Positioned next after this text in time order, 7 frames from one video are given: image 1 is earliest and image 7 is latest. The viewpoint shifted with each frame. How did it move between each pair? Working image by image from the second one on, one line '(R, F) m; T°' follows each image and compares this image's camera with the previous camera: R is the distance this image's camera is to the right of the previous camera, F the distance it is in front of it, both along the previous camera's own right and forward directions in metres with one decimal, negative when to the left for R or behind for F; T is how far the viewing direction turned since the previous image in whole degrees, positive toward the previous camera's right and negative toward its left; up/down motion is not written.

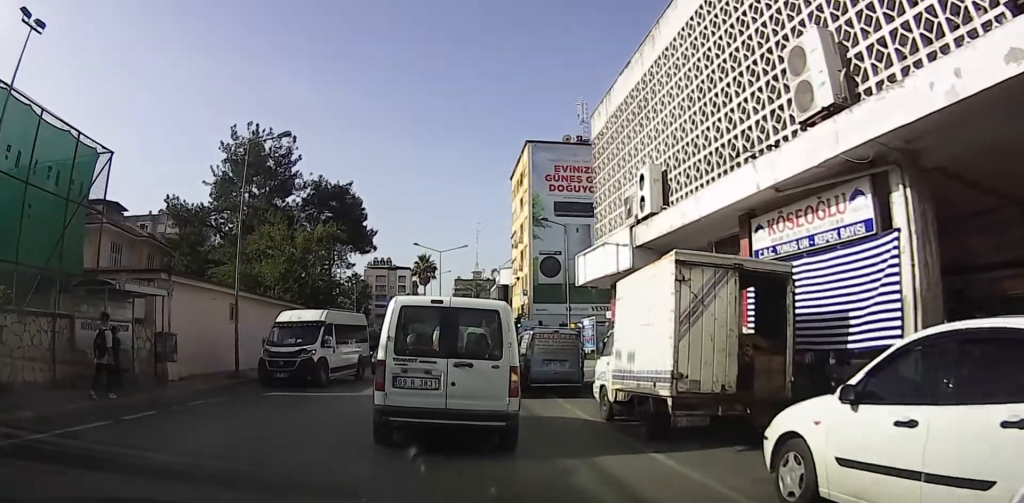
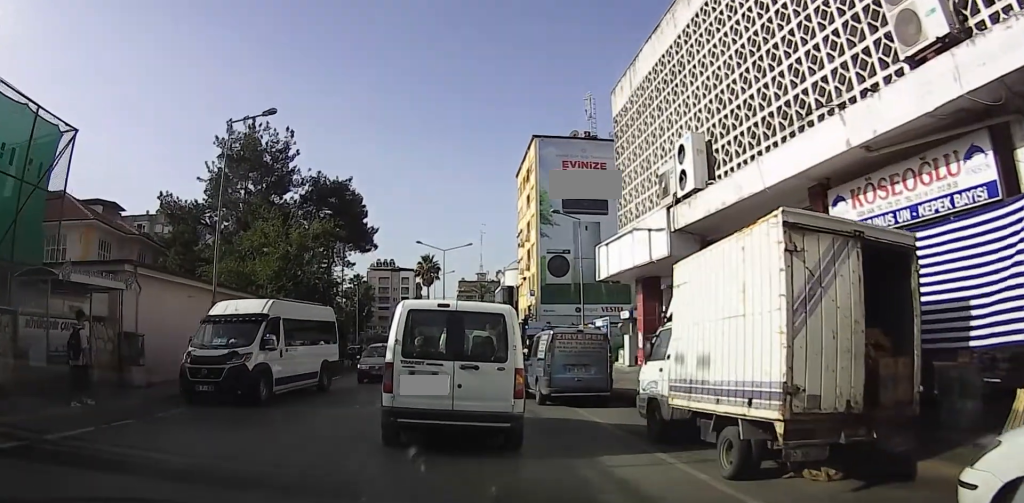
(-0.1, +2.3) m; -6°
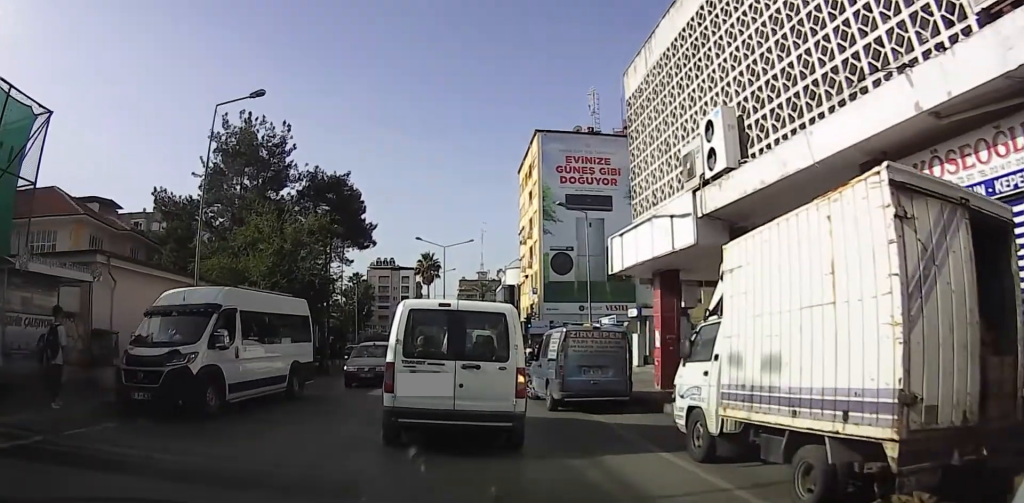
(-0.1, +1.4) m; -1°
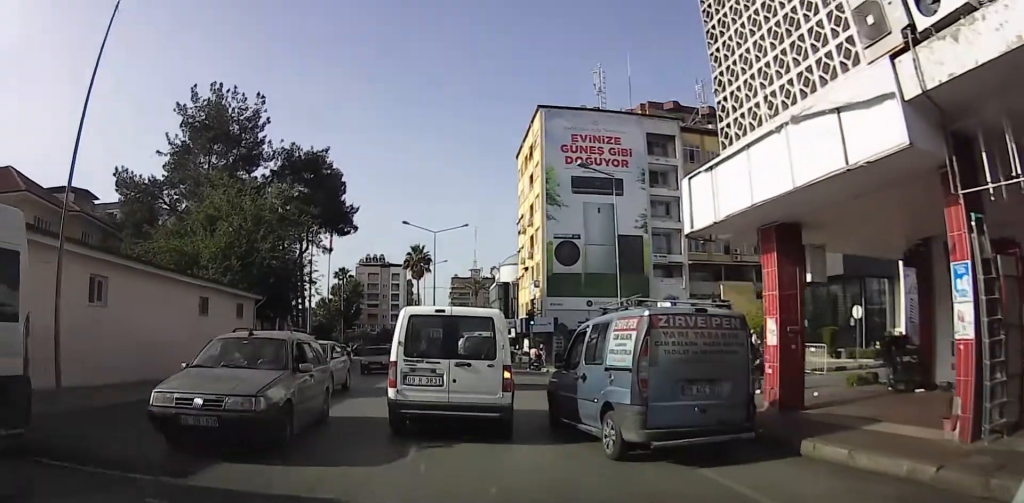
(-0.1, +6.3) m; +6°
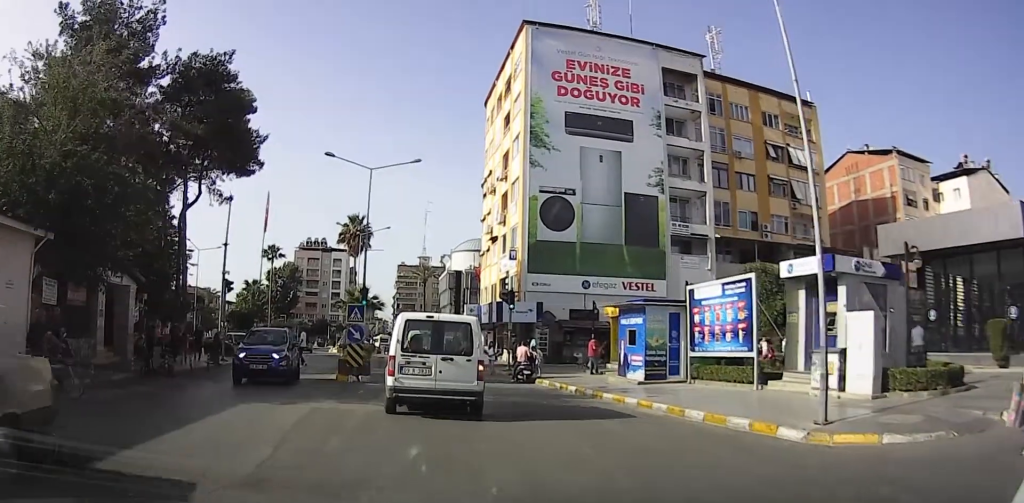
(+0.8, +13.8) m; -3°
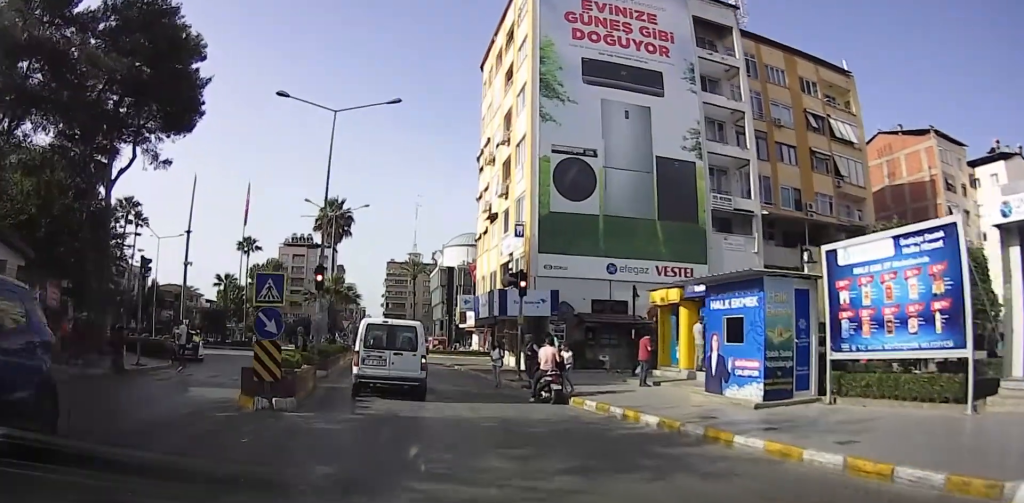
(+0.5, +8.2) m; +12°
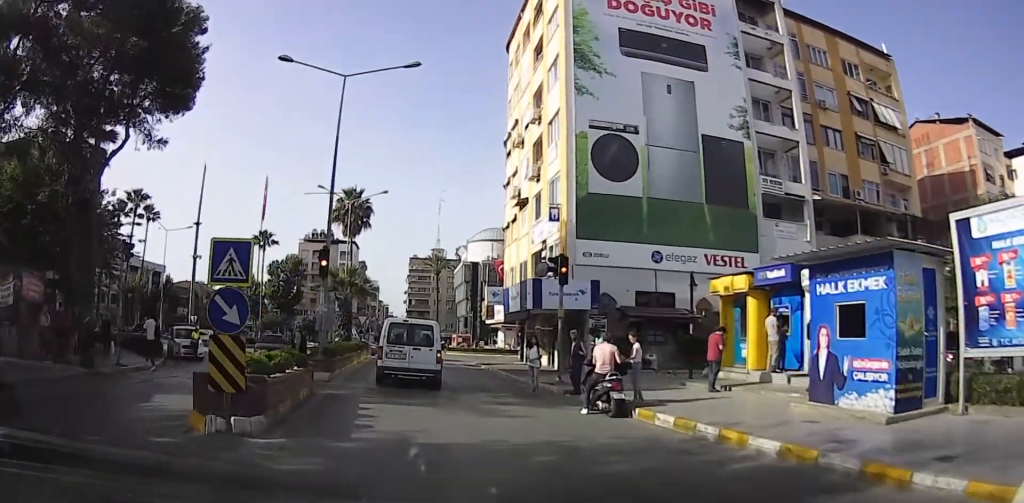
(+0.2, +3.3) m; +7°
